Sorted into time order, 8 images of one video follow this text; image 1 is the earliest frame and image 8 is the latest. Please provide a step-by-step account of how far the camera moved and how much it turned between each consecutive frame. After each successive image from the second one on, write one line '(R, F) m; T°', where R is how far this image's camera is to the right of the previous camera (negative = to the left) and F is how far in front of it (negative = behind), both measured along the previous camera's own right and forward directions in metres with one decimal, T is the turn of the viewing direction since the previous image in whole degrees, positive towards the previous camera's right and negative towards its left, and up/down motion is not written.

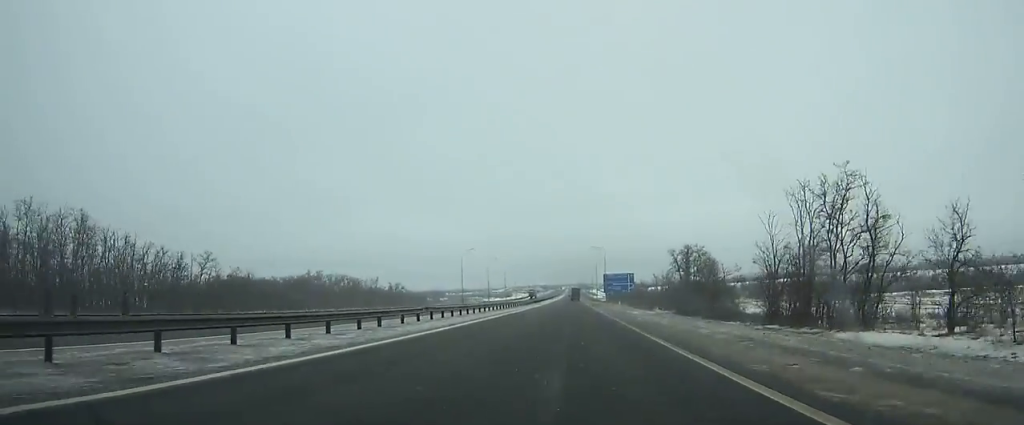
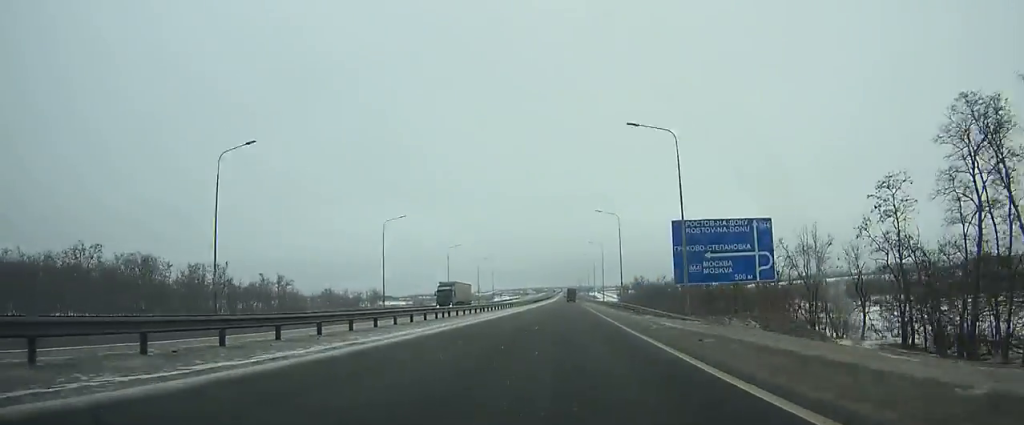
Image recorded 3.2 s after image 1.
(0.0, +90.5) m; 0°
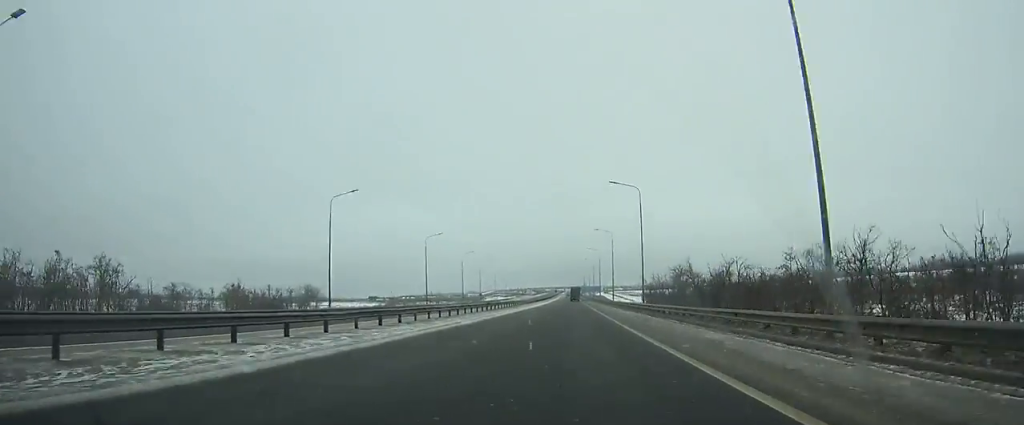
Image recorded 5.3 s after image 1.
(0.0, +59.1) m; 0°
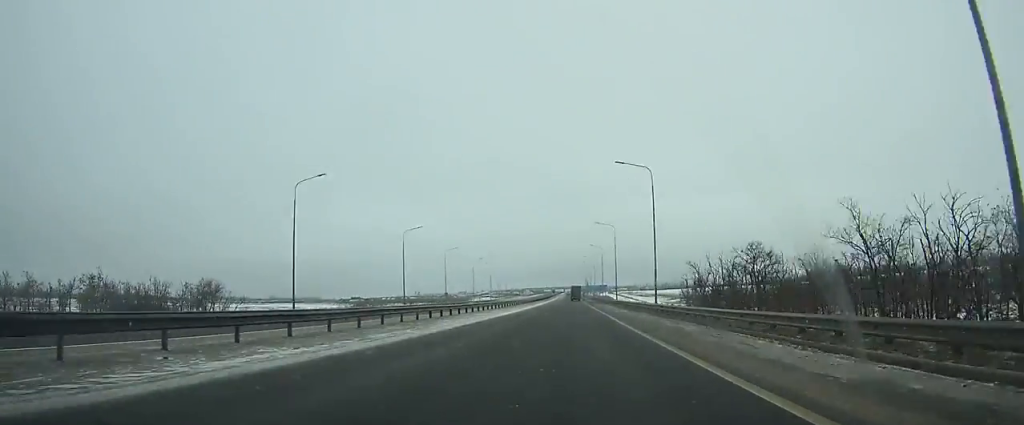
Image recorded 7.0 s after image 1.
(0.0, +47.5) m; 0°
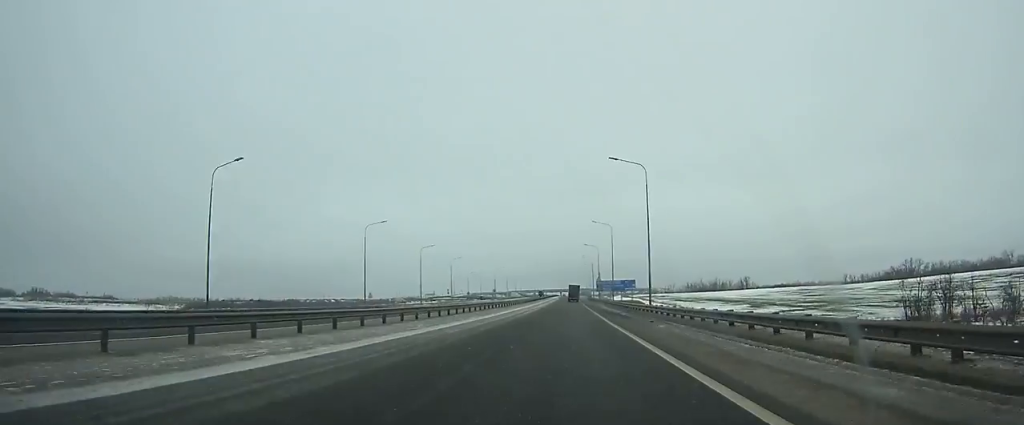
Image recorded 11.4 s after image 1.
(+0.1, +119.9) m; 0°
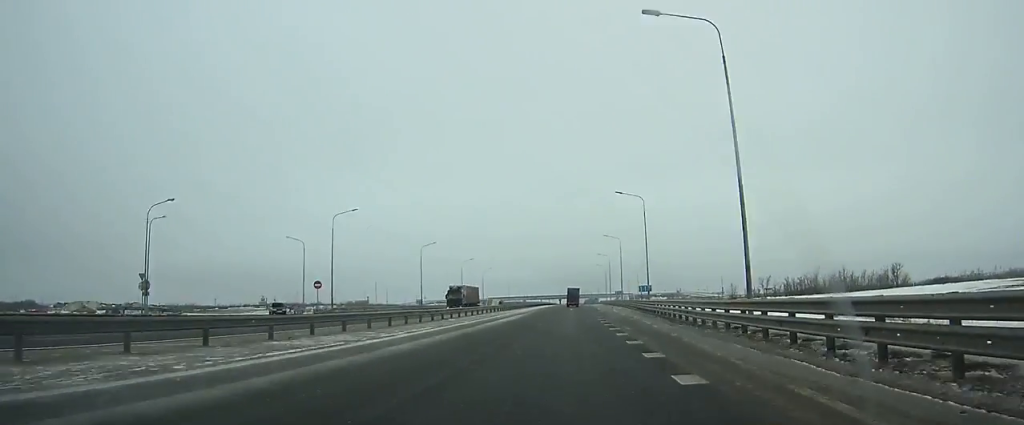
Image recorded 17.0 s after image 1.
(-0.4, +144.3) m; 0°
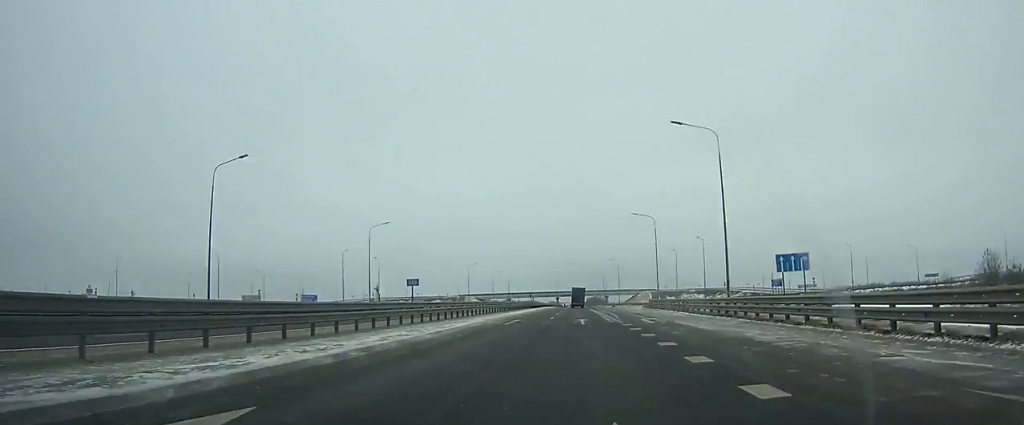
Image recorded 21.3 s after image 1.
(-0.4, +105.1) m; 0°
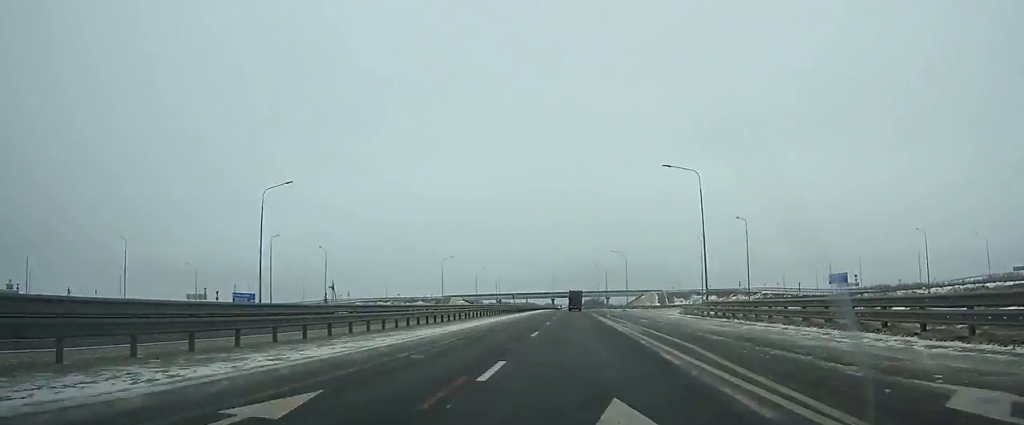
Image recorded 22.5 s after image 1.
(+0.1, +28.8) m; 0°
